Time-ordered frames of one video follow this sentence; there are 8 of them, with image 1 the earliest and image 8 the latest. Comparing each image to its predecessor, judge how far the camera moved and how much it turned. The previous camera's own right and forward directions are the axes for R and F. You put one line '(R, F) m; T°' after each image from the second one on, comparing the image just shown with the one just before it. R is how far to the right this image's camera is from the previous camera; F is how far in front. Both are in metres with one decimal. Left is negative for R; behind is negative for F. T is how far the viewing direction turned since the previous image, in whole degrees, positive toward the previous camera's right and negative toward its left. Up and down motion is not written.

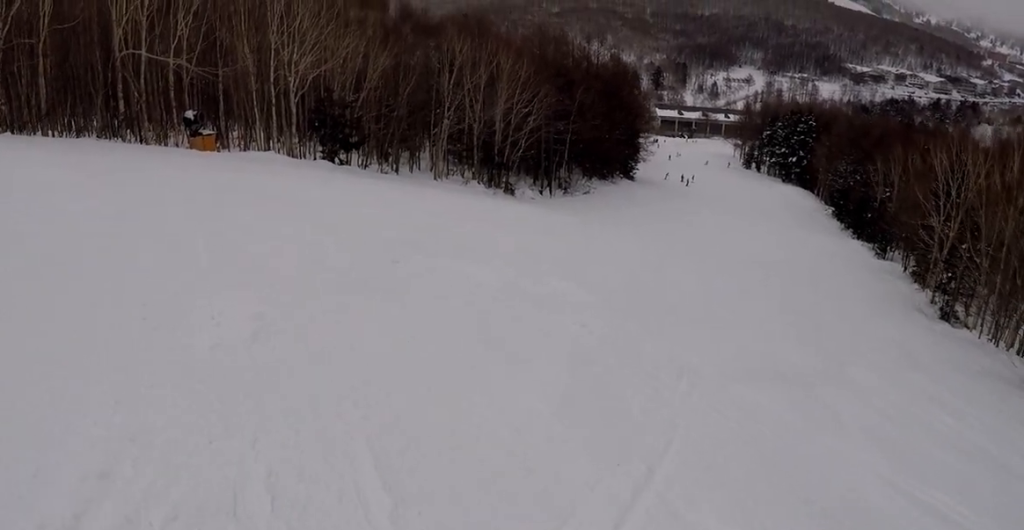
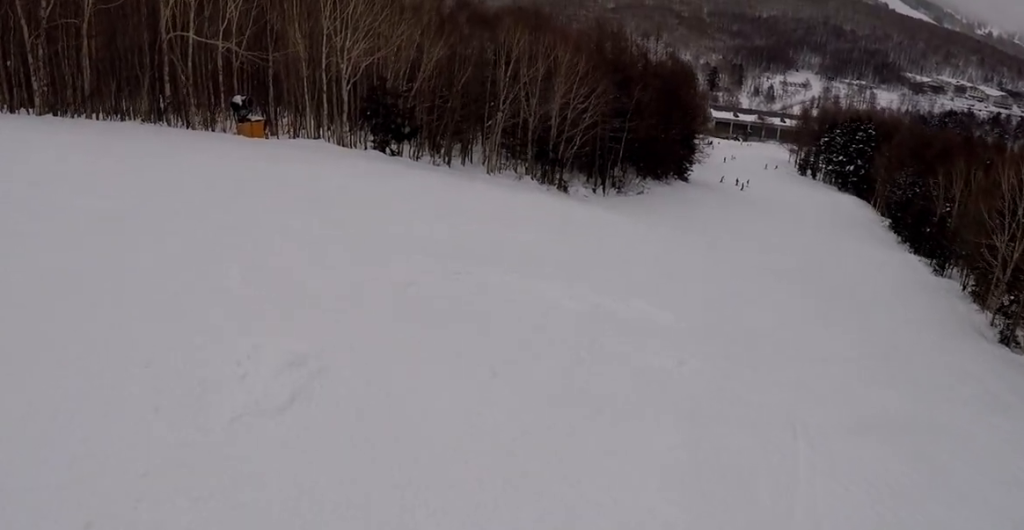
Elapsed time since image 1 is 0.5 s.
(-0.3, +1.3) m; -1°
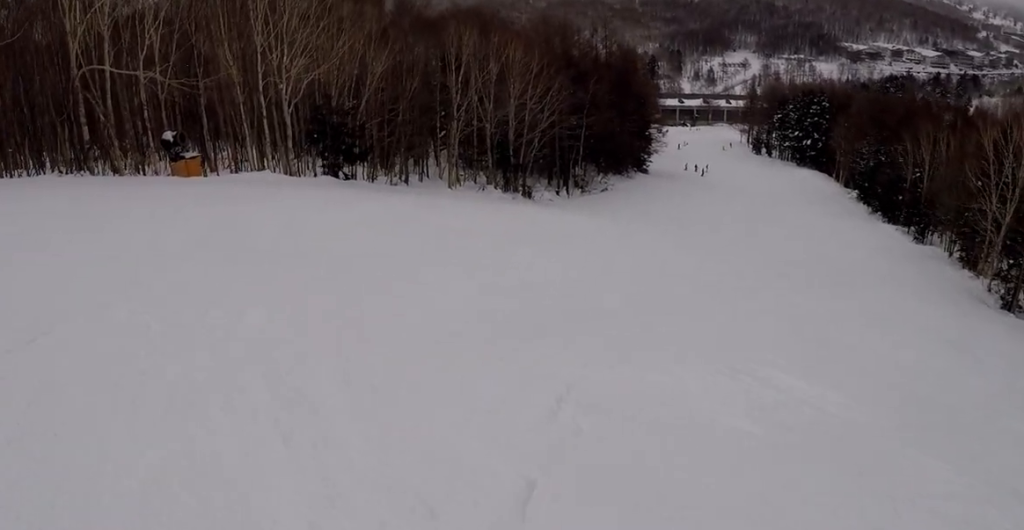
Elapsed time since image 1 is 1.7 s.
(+0.4, +4.4) m; +3°
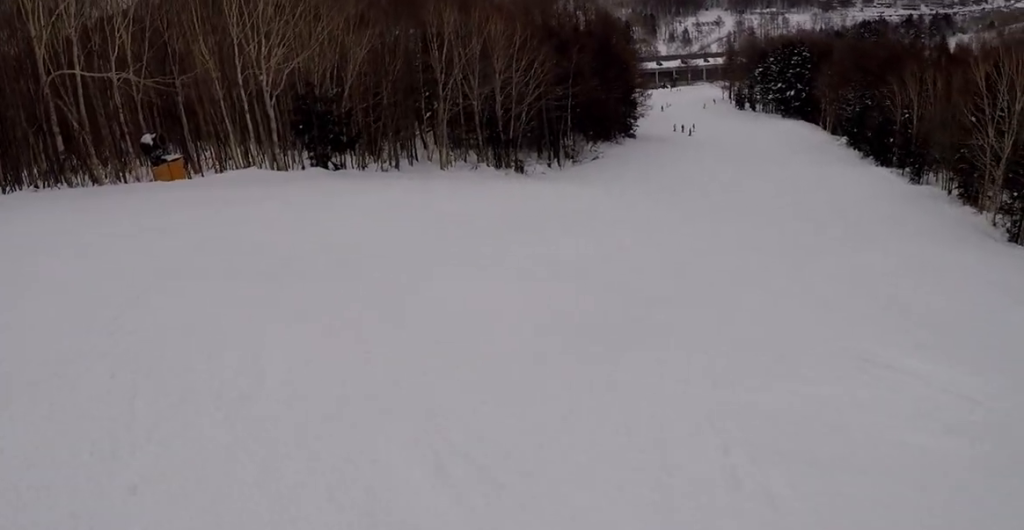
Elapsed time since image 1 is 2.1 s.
(-0.1, +2.1) m; +7°
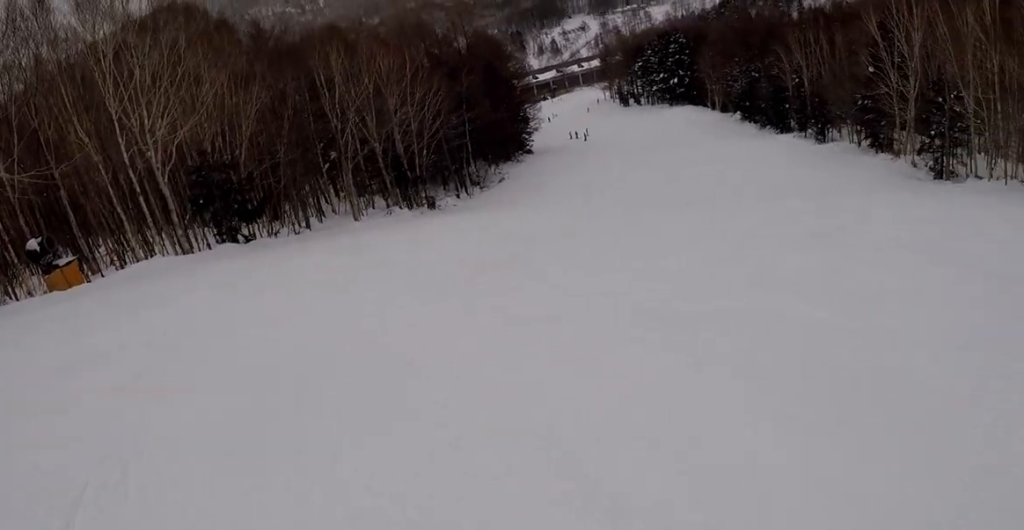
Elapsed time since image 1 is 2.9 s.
(0.0, +4.4) m; +16°
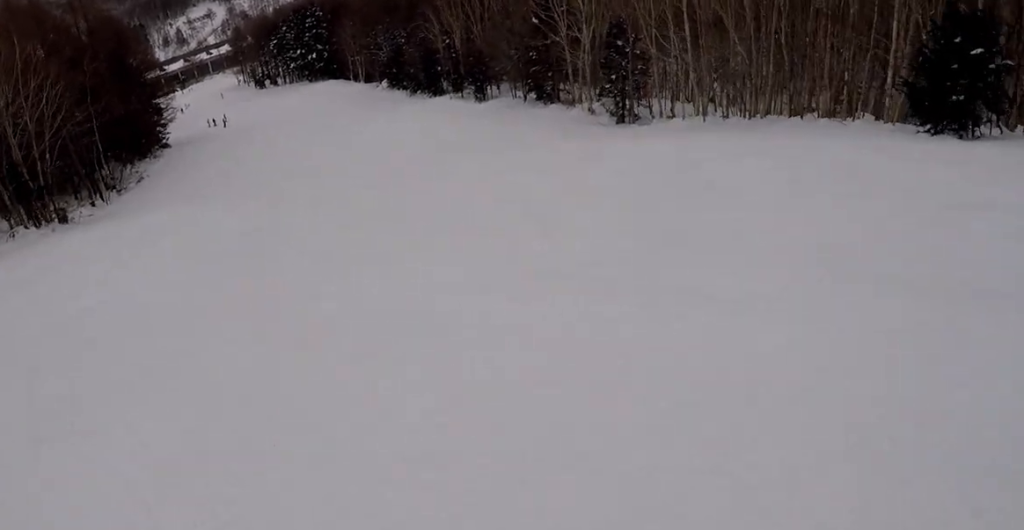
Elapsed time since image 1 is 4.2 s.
(+2.2, +8.1) m; +11°
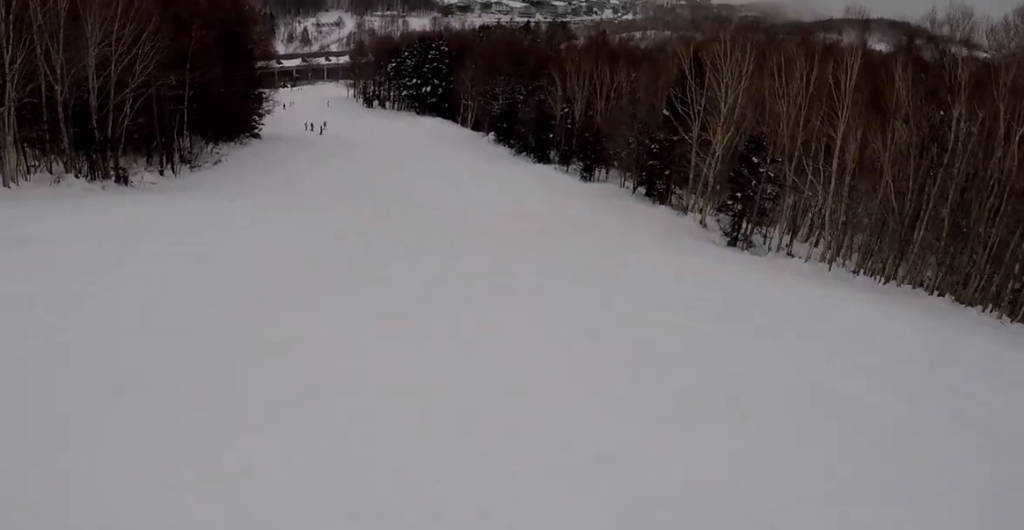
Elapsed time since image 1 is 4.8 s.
(0.0, +5.6) m; -4°
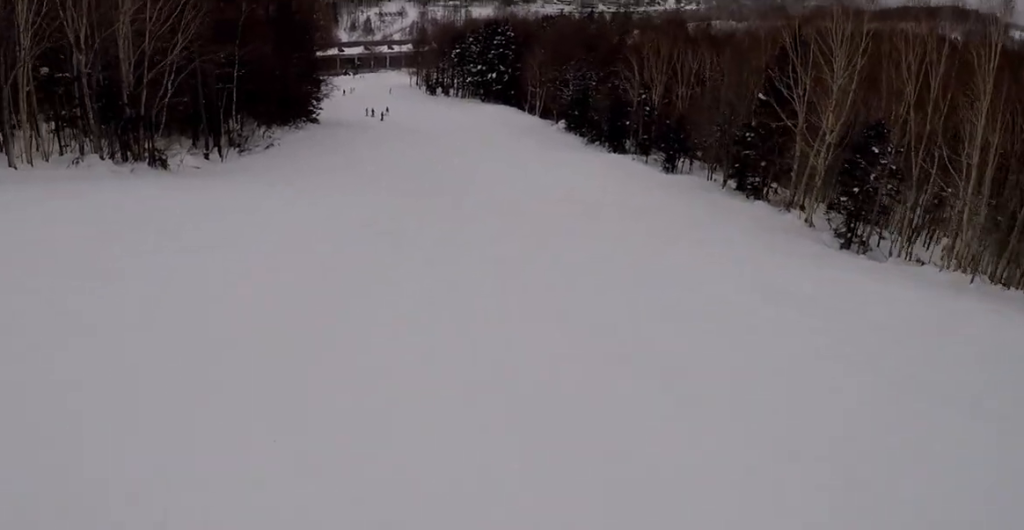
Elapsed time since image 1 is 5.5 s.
(-0.7, +6.7) m; +1°
